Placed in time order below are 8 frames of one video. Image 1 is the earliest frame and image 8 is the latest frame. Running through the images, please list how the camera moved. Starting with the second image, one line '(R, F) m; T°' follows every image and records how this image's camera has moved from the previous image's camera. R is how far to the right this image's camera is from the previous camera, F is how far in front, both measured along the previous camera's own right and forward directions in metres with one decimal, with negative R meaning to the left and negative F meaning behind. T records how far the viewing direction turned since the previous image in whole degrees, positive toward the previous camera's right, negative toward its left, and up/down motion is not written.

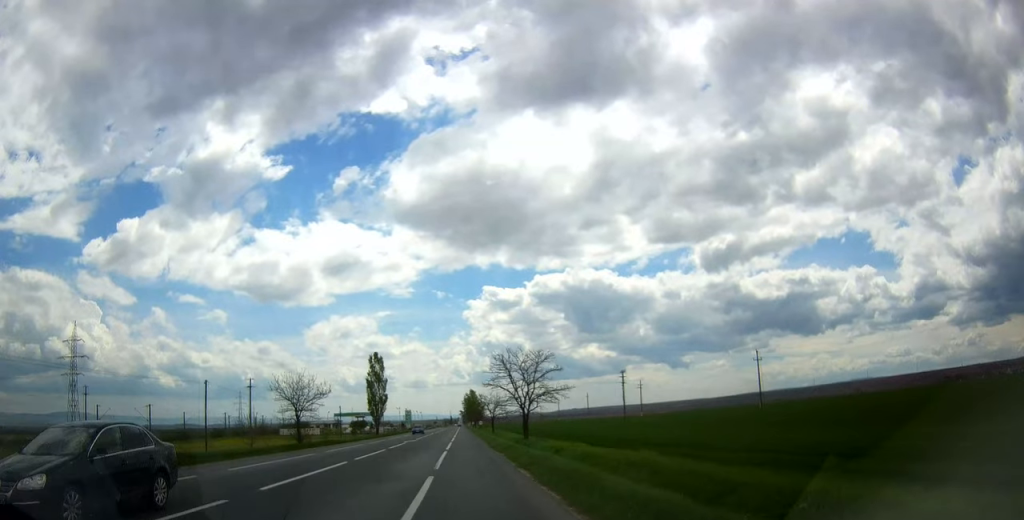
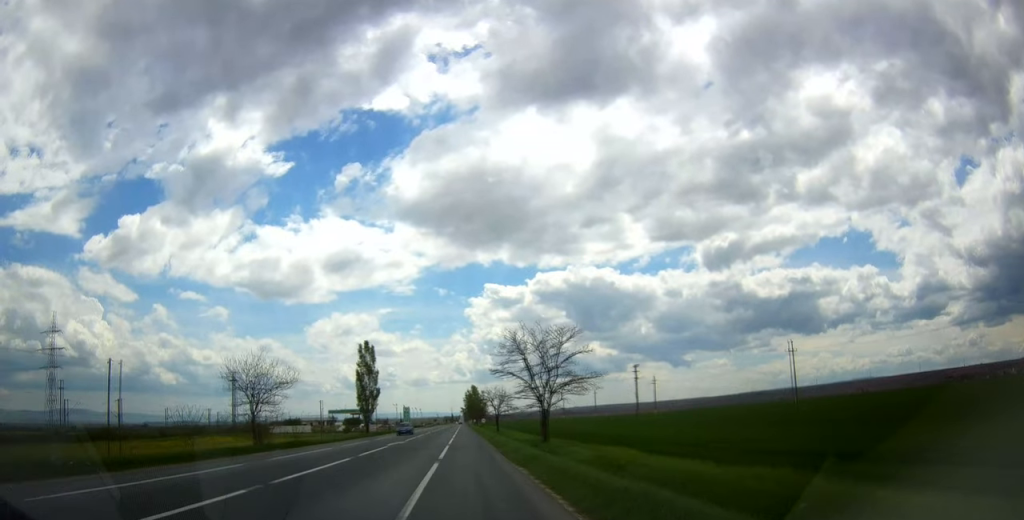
(0.0, +10.3) m; 0°
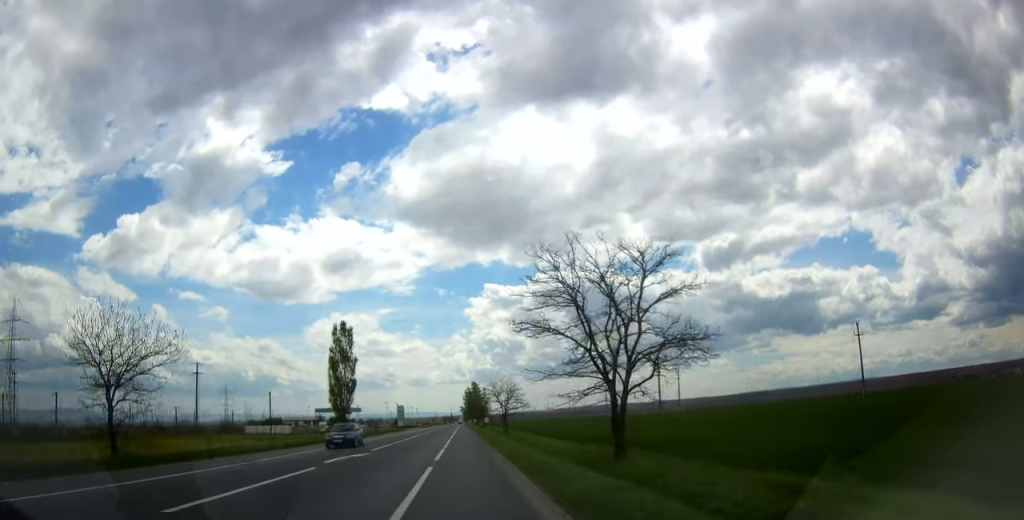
(-0.1, +16.9) m; -1°
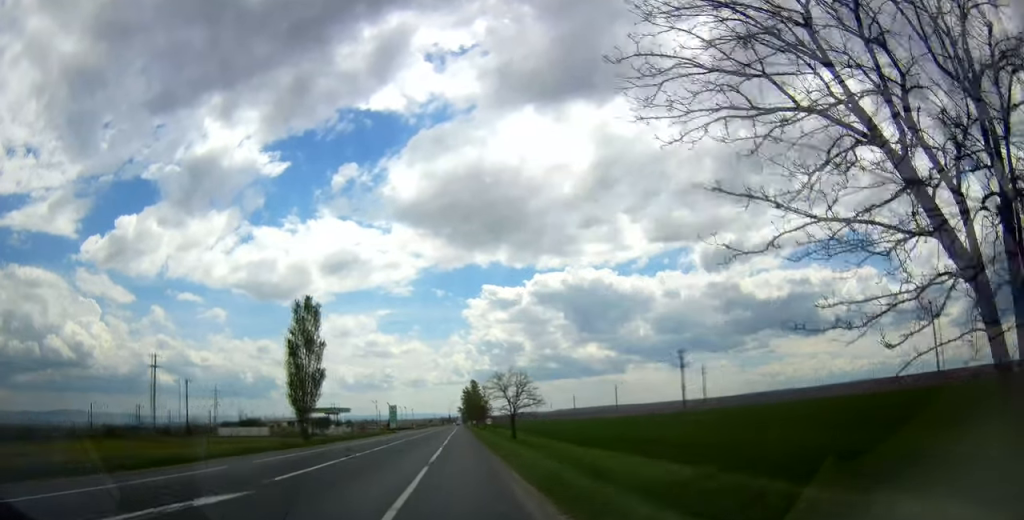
(-0.1, +15.0) m; 0°
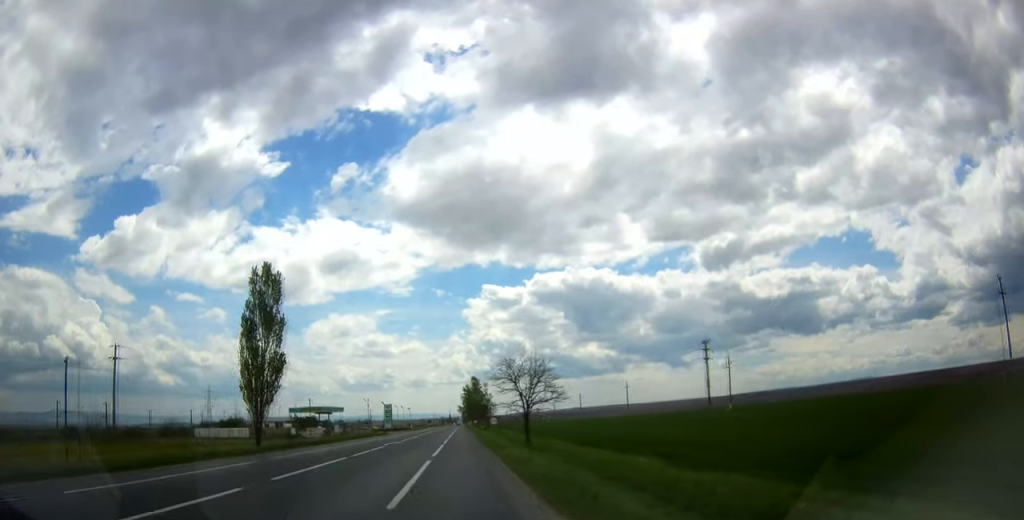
(-0.1, +11.3) m; 0°
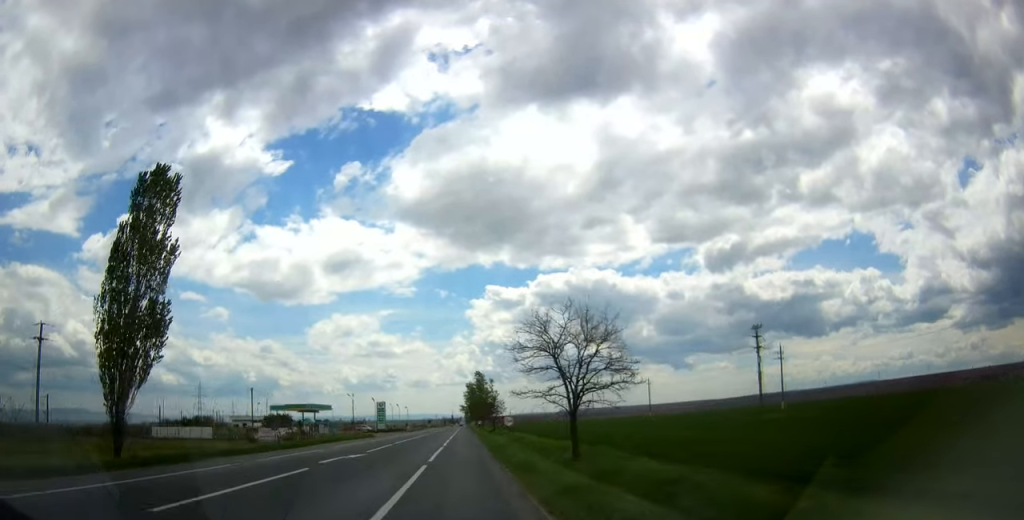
(+0.4, +17.8) m; 0°
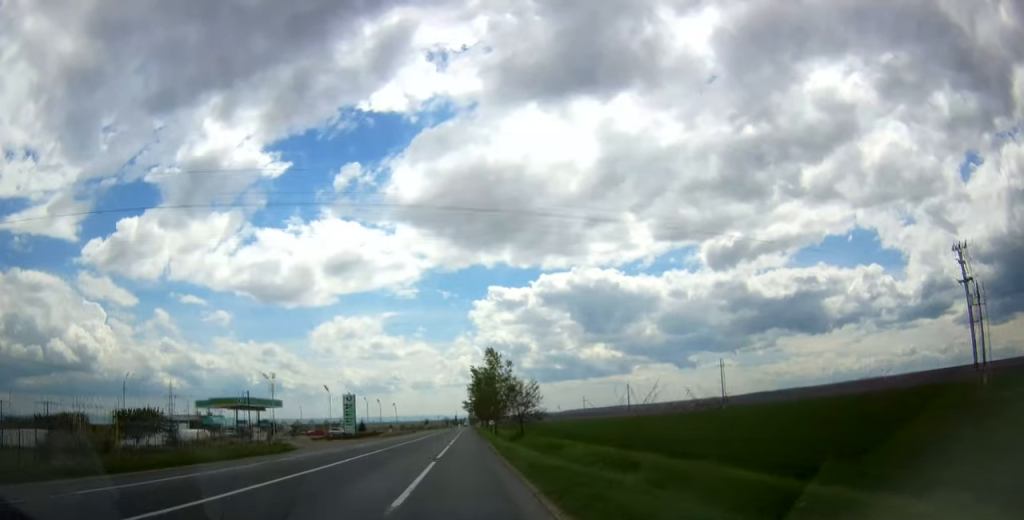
(-0.1, +42.1) m; 0°
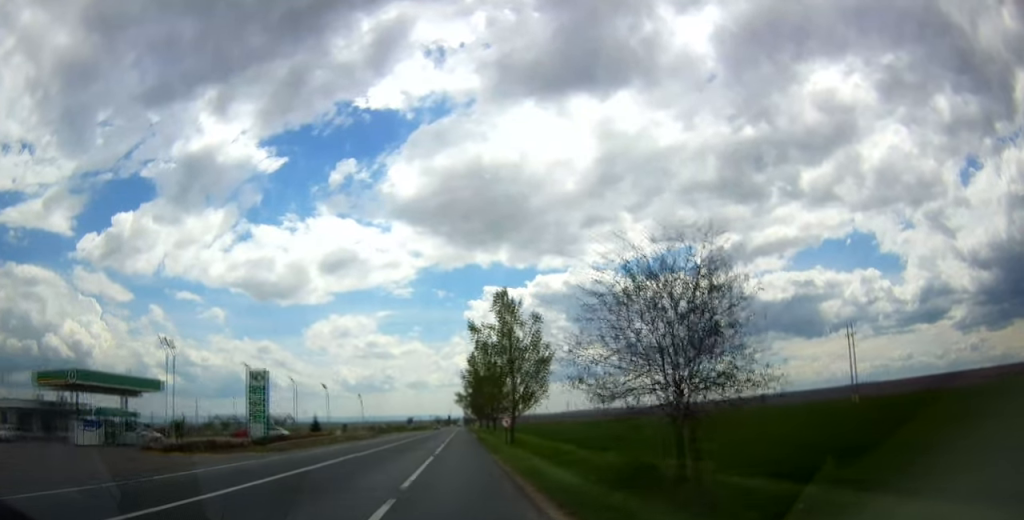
(-0.3, +41.9) m; 0°
